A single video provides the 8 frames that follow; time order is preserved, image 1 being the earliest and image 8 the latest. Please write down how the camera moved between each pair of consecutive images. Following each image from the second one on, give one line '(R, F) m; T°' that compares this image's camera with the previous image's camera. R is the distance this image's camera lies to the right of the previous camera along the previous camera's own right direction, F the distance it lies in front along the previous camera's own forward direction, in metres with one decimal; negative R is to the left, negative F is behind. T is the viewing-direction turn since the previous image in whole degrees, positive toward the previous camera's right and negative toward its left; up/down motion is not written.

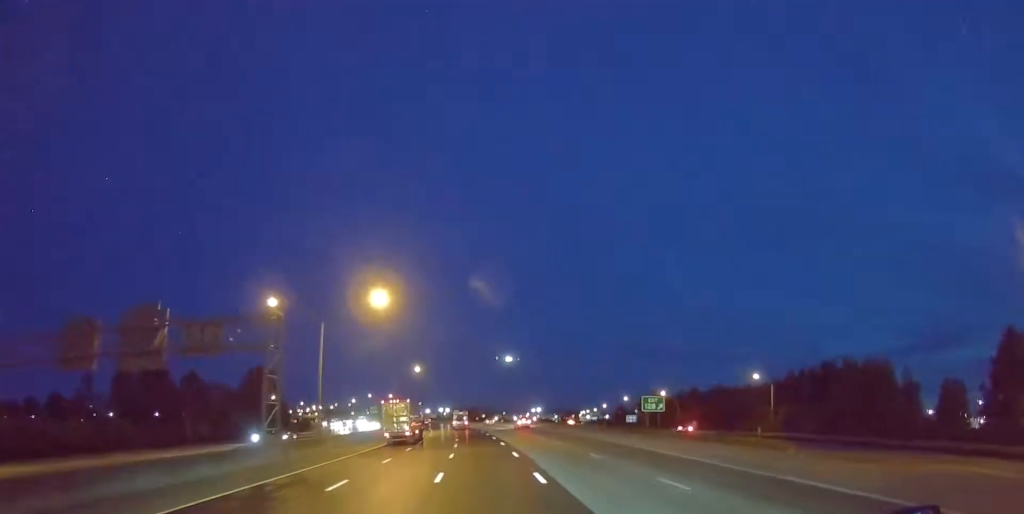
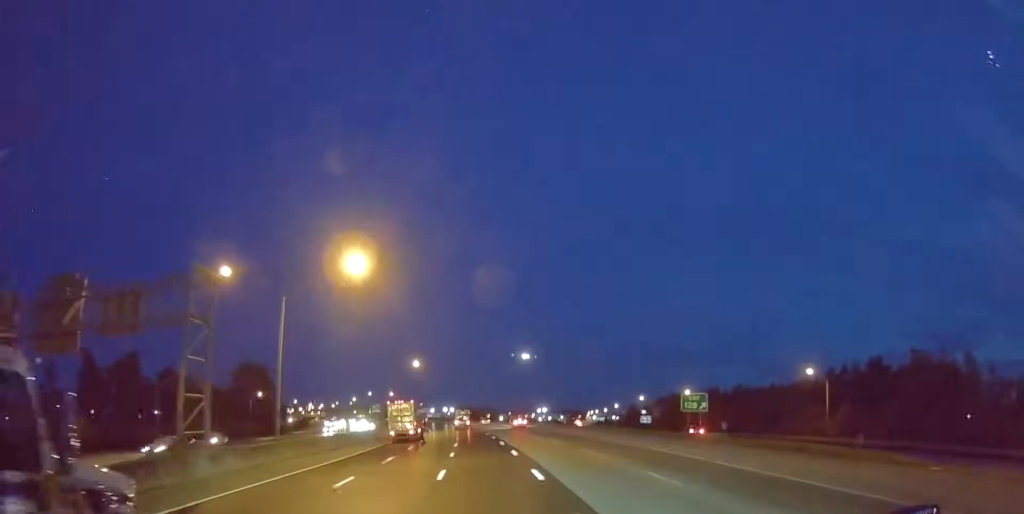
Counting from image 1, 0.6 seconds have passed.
(0.0, +11.3) m; -1°
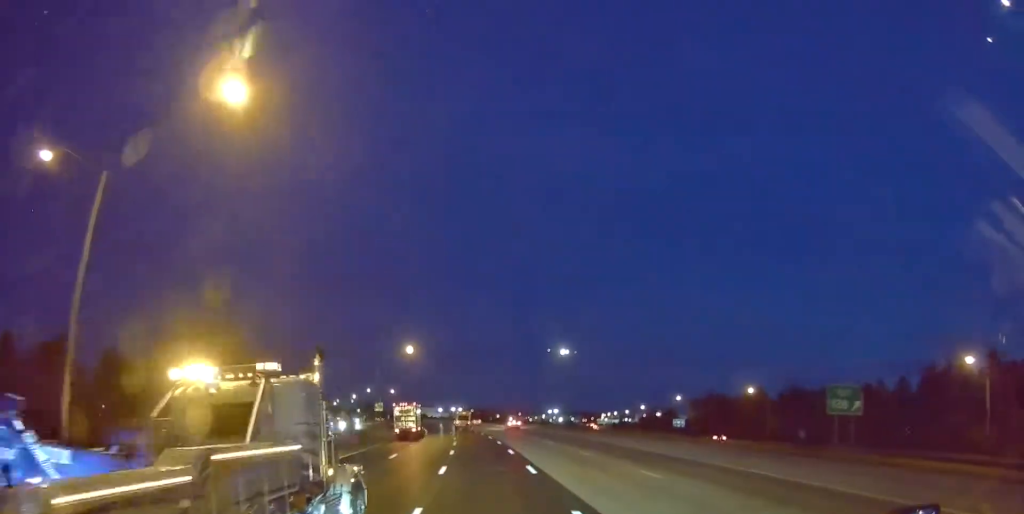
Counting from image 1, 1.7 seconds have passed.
(-0.3, +22.3) m; -1°
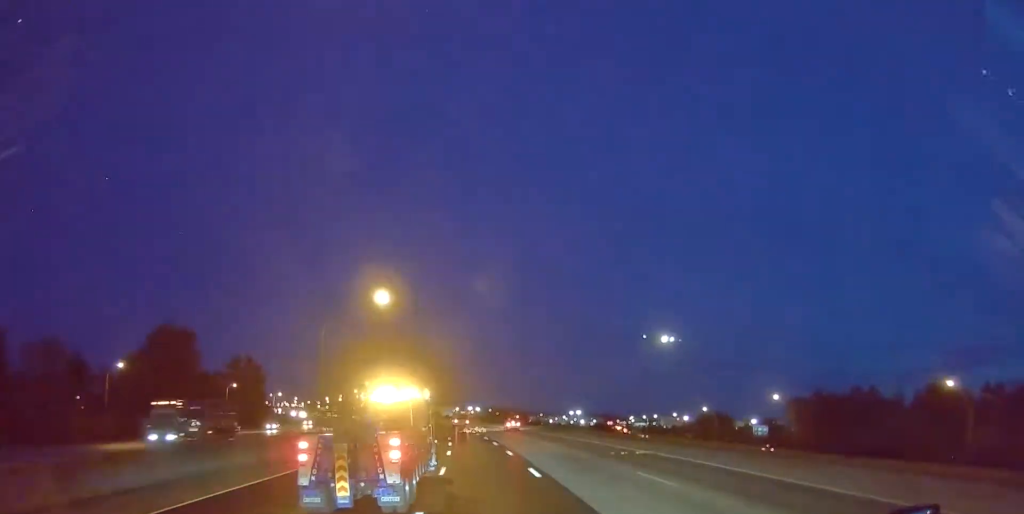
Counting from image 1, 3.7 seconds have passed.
(-0.6, +38.1) m; -2°
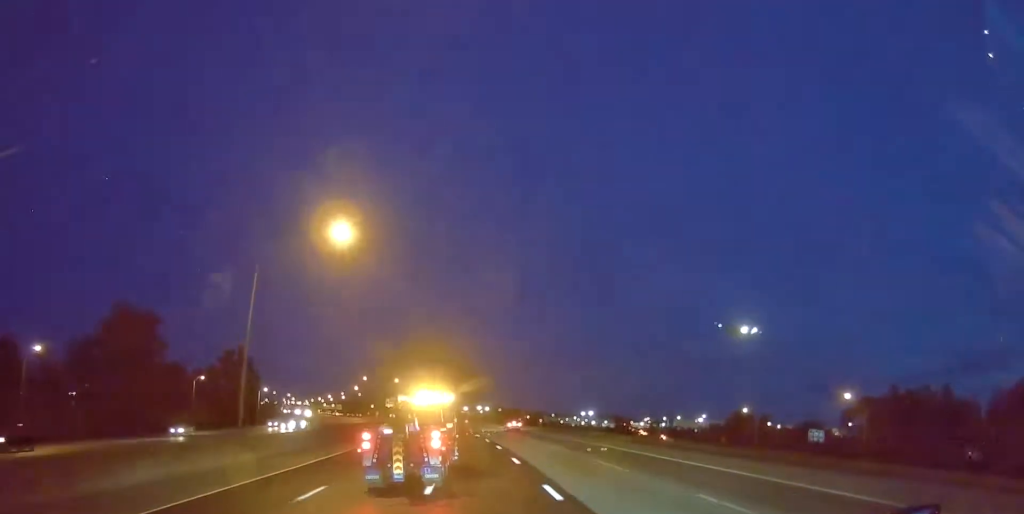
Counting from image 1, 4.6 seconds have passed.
(-0.1, +18.5) m; -1°
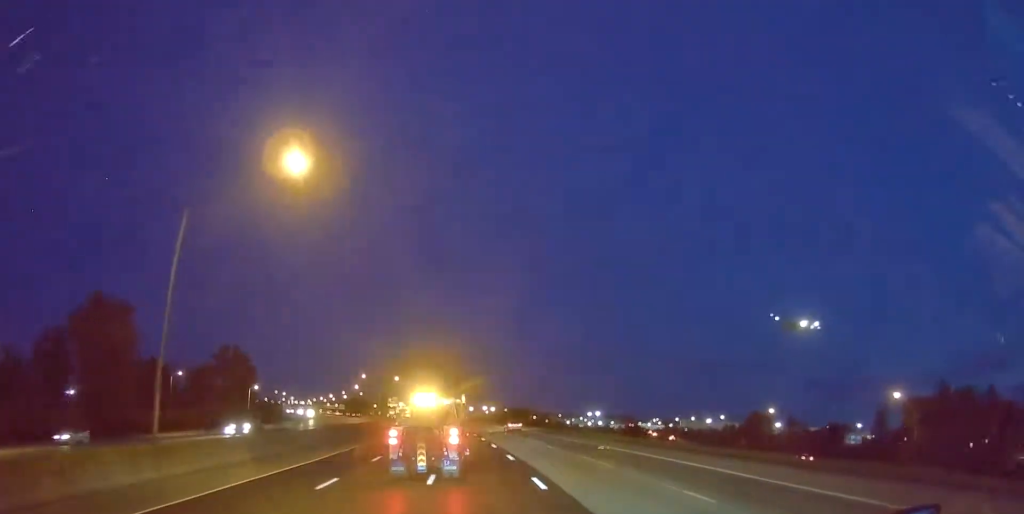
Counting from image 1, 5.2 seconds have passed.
(+0.1, +10.3) m; 0°
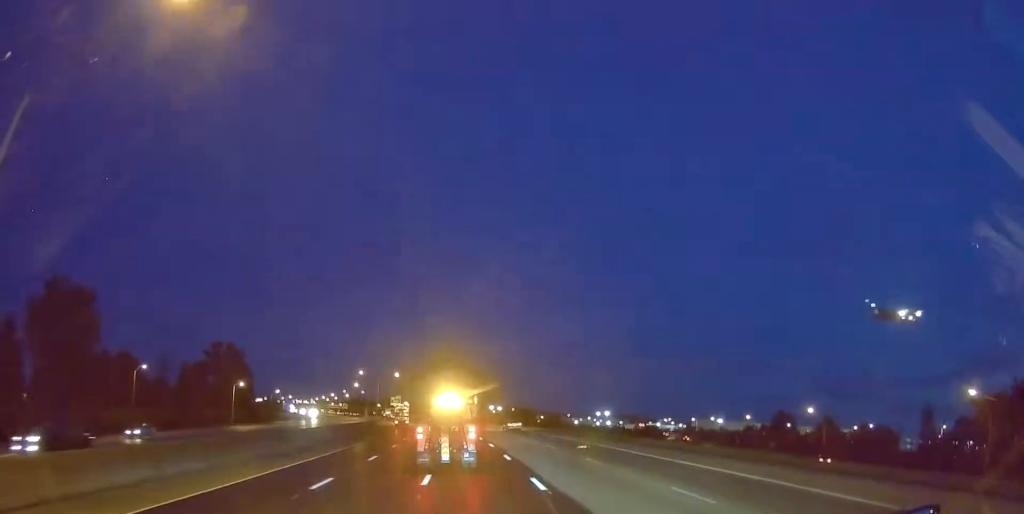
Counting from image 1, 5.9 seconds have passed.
(-0.2, +13.6) m; 0°
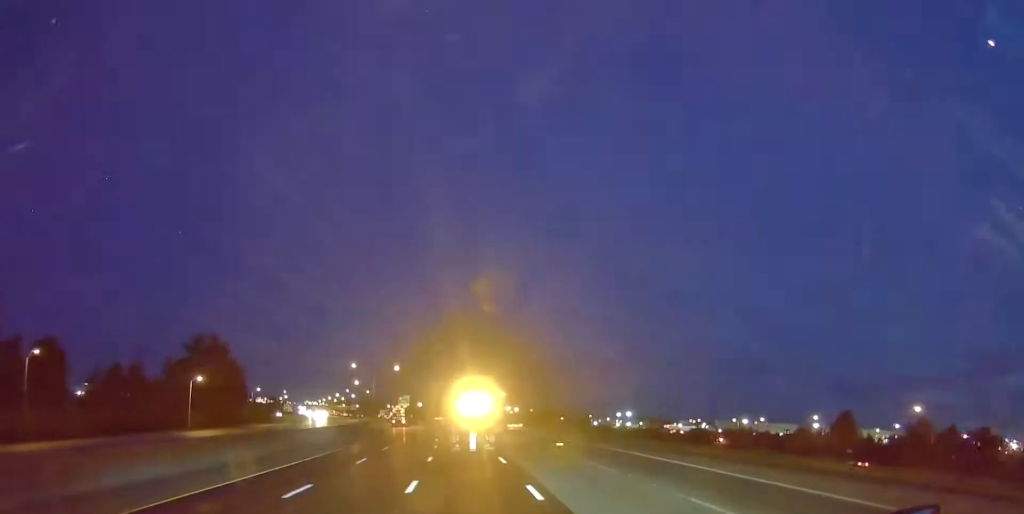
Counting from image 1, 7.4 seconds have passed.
(+0.2, +27.4) m; -1°
